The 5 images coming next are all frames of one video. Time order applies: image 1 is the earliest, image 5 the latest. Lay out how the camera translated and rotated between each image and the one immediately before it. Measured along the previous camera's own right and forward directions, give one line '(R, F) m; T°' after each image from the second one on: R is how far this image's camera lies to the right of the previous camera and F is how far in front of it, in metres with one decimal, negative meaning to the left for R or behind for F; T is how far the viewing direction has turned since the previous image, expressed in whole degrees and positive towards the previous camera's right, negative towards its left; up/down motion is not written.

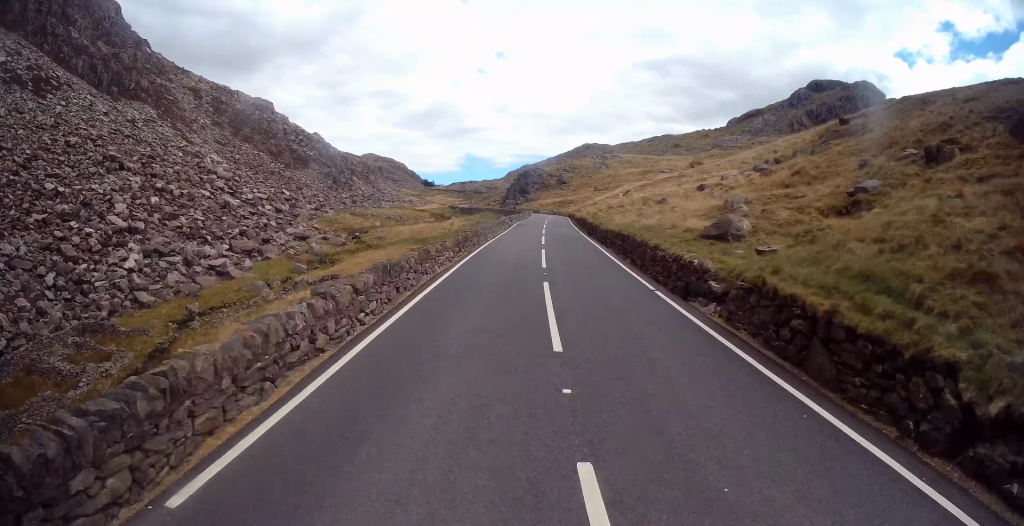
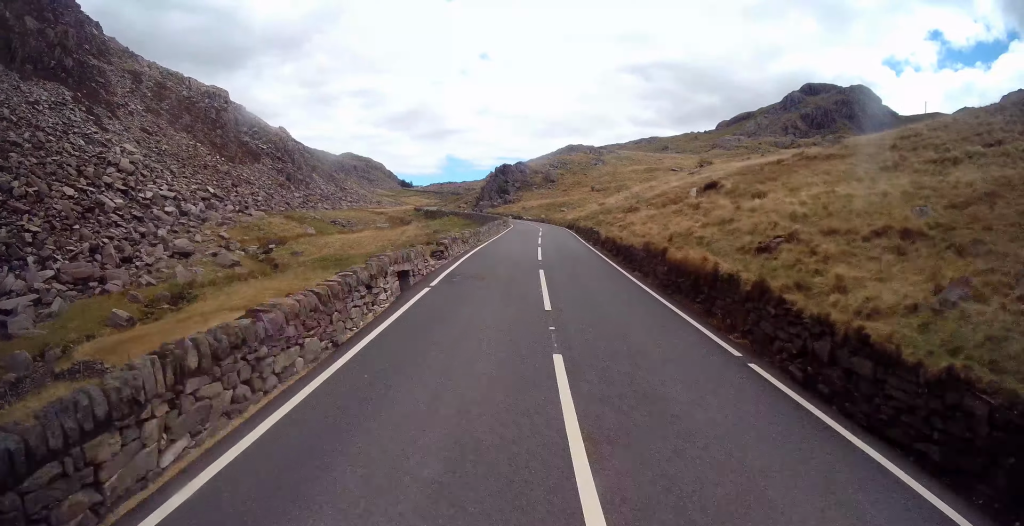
(+1.9, +32.7) m; +3°
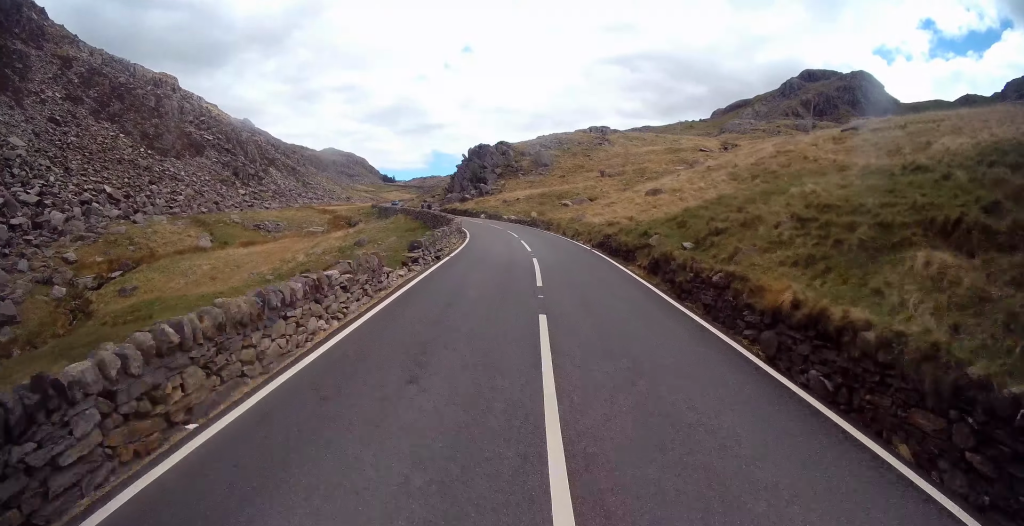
(-0.1, +33.9) m; +1°
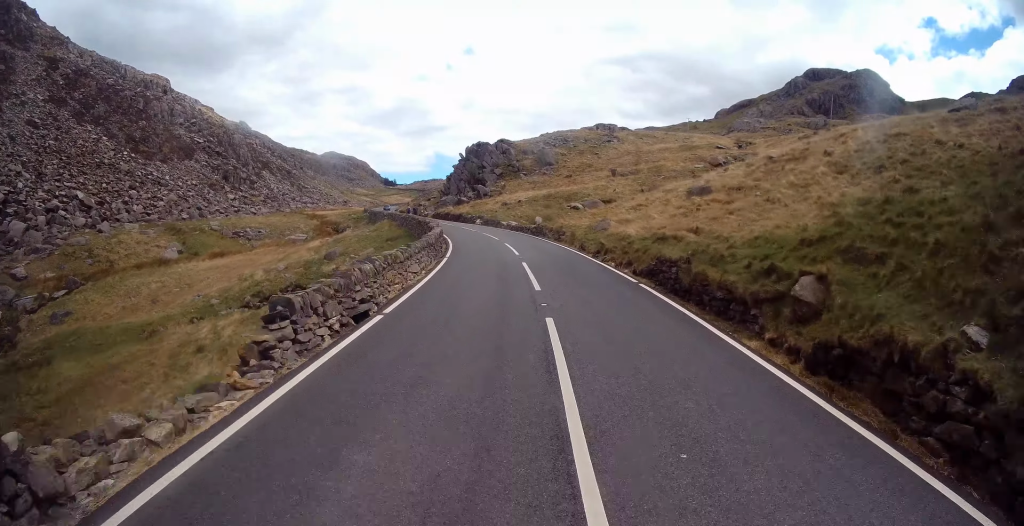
(+0.1, +9.0) m; +1°
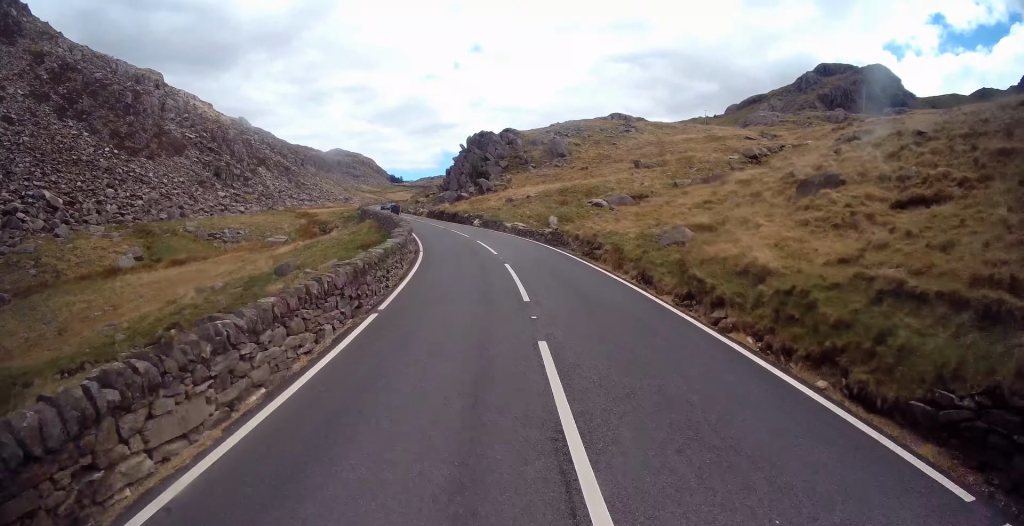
(+0.2, +11.4) m; 0°
